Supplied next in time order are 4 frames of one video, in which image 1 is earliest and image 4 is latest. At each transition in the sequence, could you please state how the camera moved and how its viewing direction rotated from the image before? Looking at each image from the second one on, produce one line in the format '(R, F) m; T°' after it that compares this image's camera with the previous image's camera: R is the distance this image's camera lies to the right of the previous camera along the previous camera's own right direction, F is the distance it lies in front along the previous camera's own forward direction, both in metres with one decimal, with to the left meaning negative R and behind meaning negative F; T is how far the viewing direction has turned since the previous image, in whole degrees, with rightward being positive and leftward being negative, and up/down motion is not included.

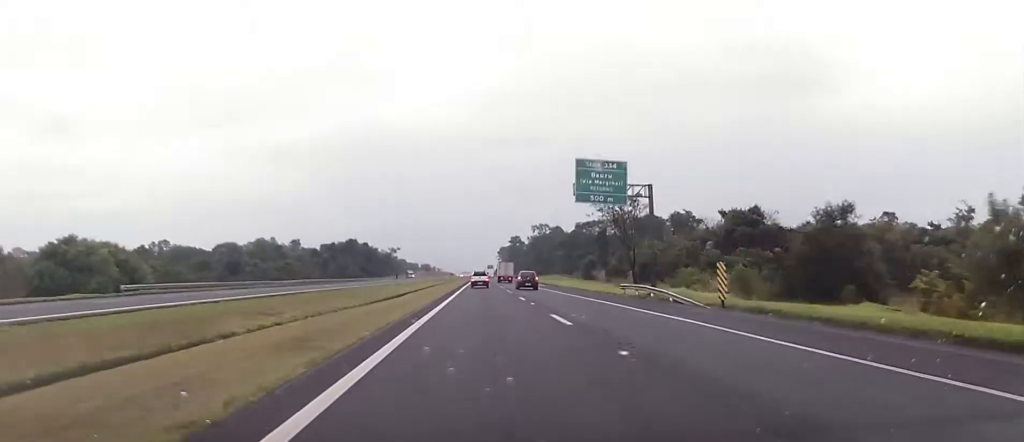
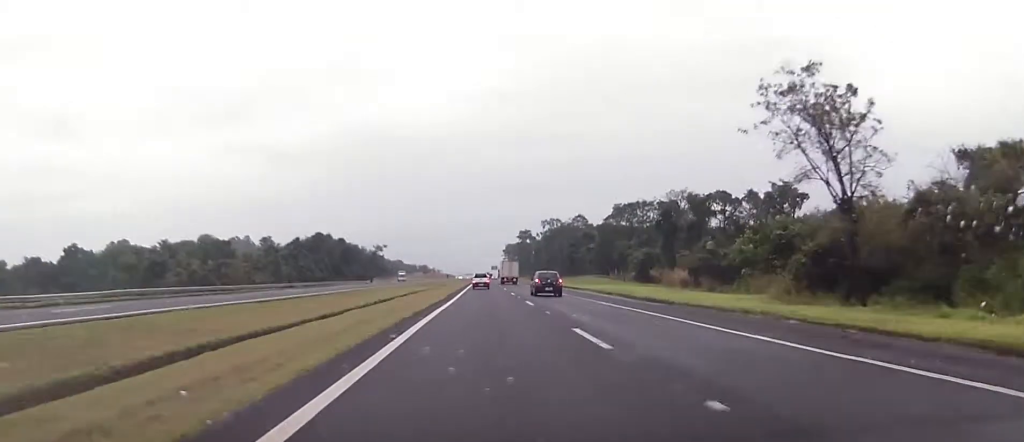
(+0.1, +53.5) m; -1°
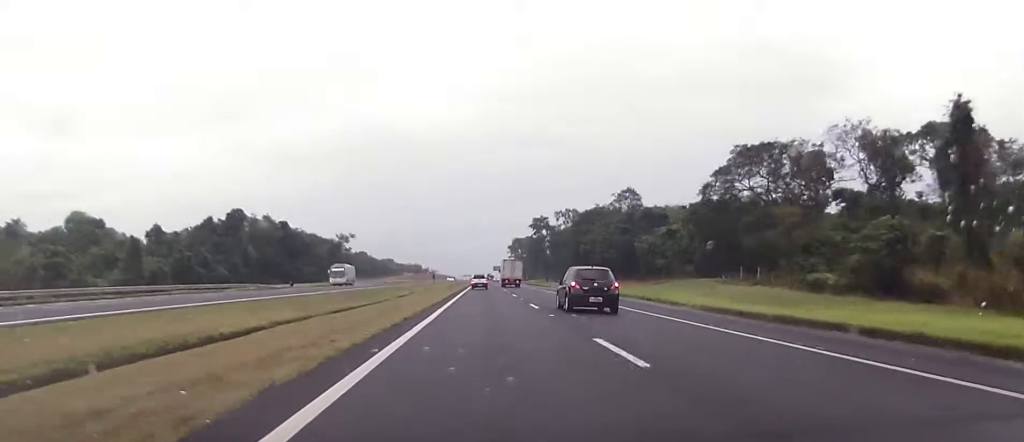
(0.0, +68.4) m; 0°
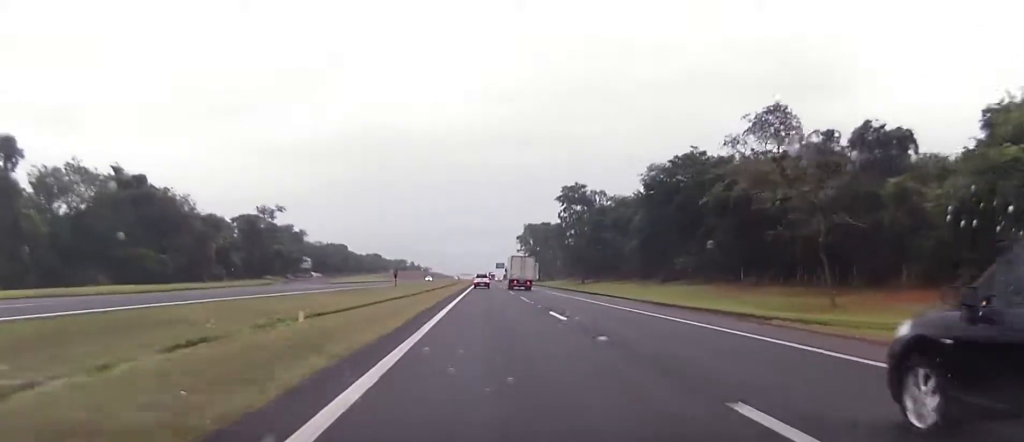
(-0.9, +72.0) m; 0°
